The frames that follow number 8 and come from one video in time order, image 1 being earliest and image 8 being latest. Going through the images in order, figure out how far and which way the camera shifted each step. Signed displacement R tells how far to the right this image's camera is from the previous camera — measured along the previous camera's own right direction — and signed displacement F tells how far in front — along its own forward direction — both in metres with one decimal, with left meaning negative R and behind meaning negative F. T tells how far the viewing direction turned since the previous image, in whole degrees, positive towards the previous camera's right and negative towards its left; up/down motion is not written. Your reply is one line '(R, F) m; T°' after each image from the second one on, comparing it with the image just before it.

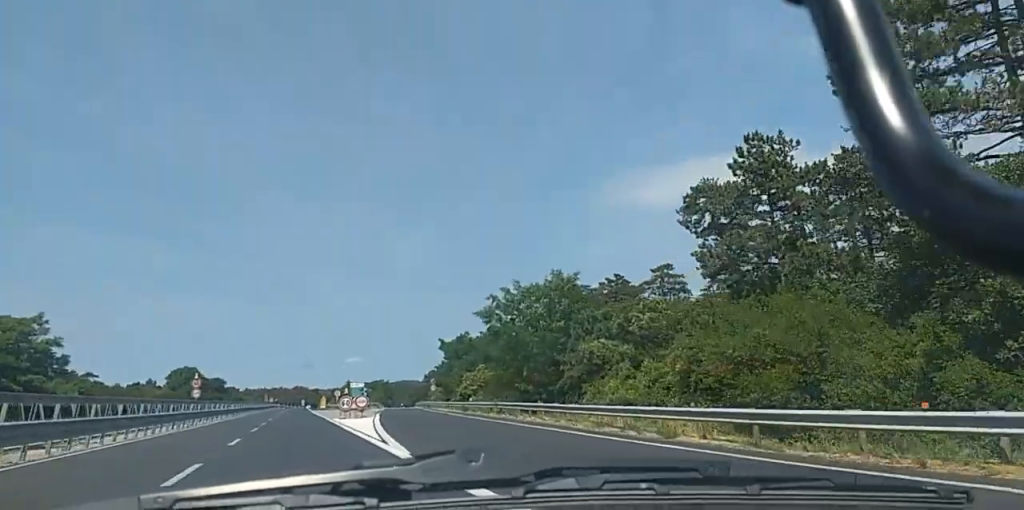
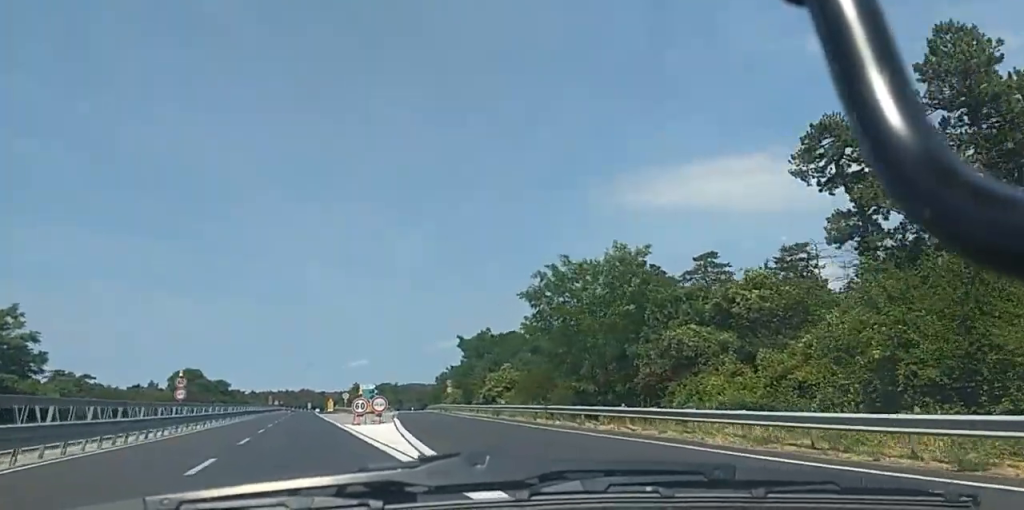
(-0.3, +9.4) m; 0°
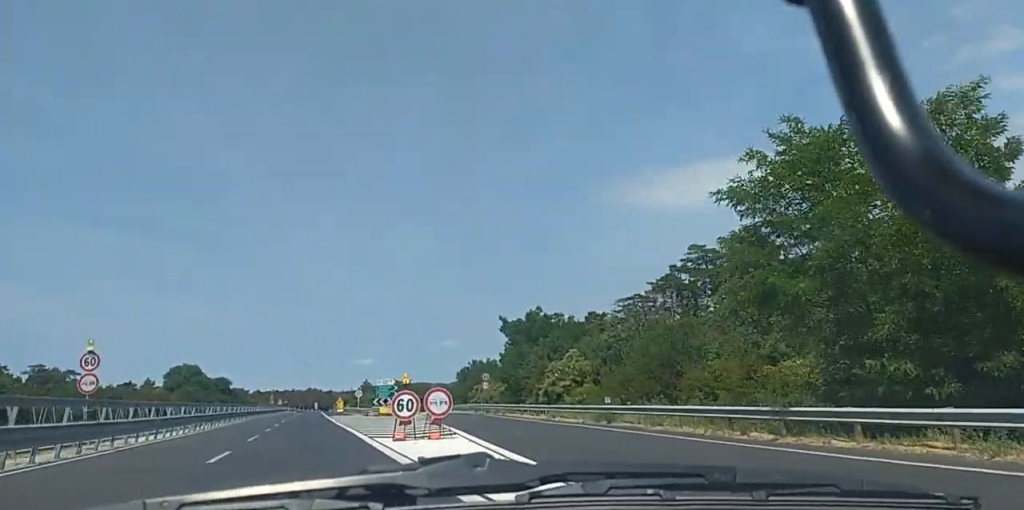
(+0.5, +20.0) m; +2°
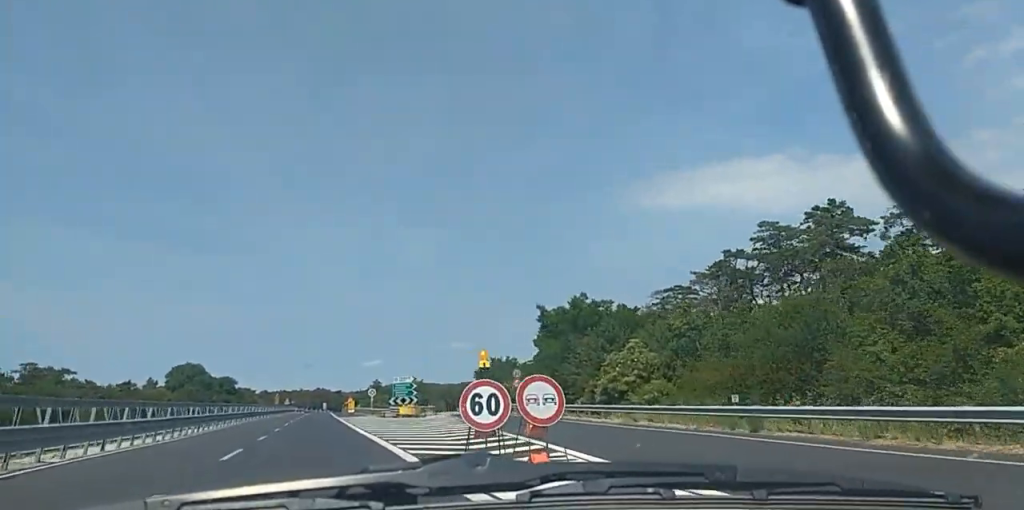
(+0.1, +11.2) m; 0°
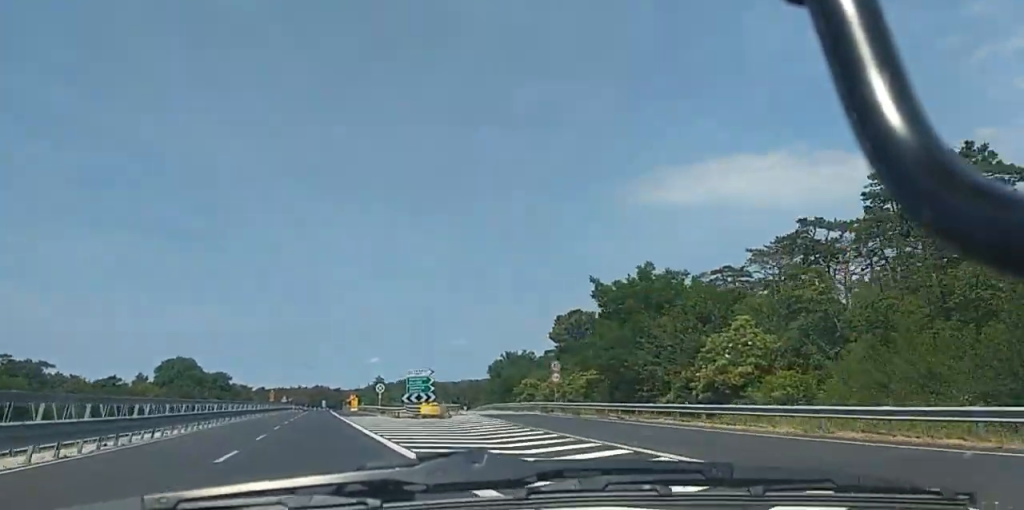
(0.0, +13.1) m; 0°
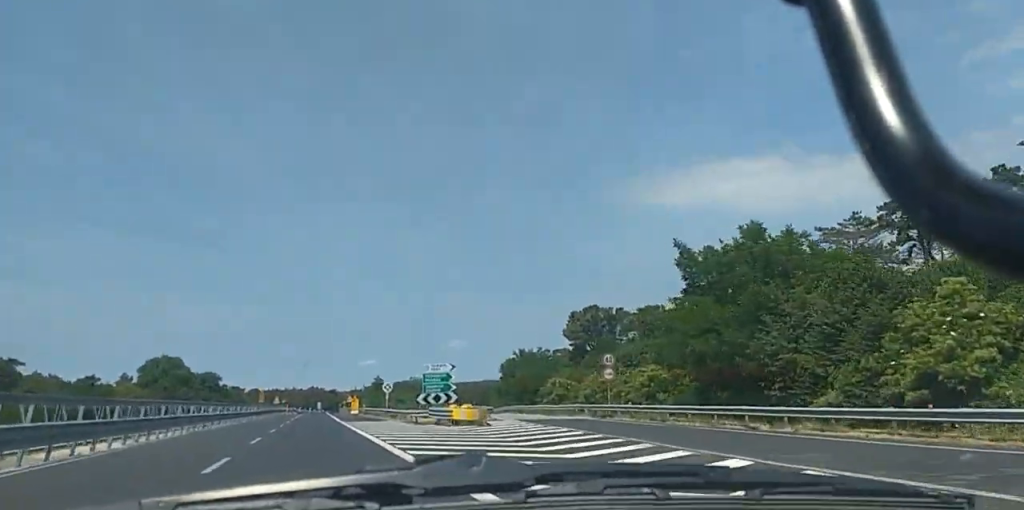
(+0.1, +13.6) m; -1°
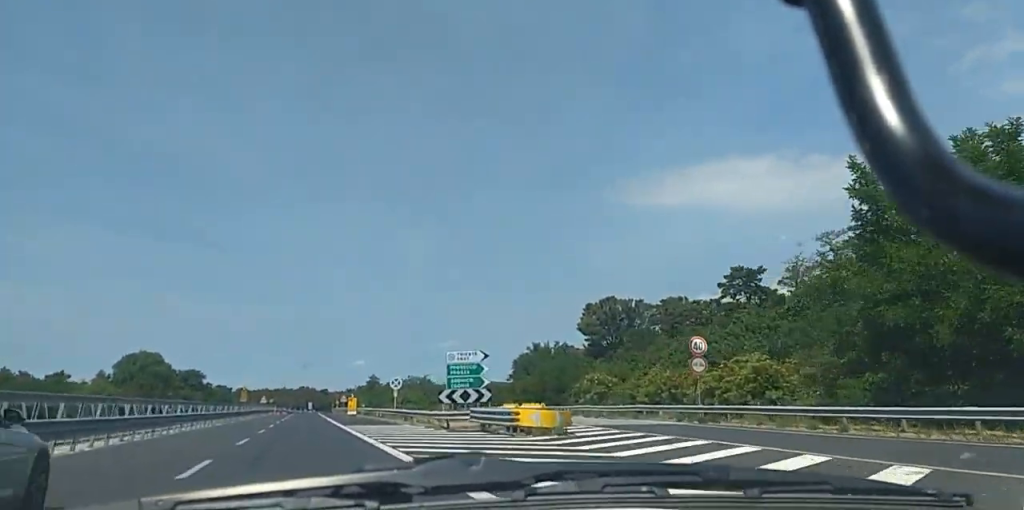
(-0.3, +14.0) m; 0°
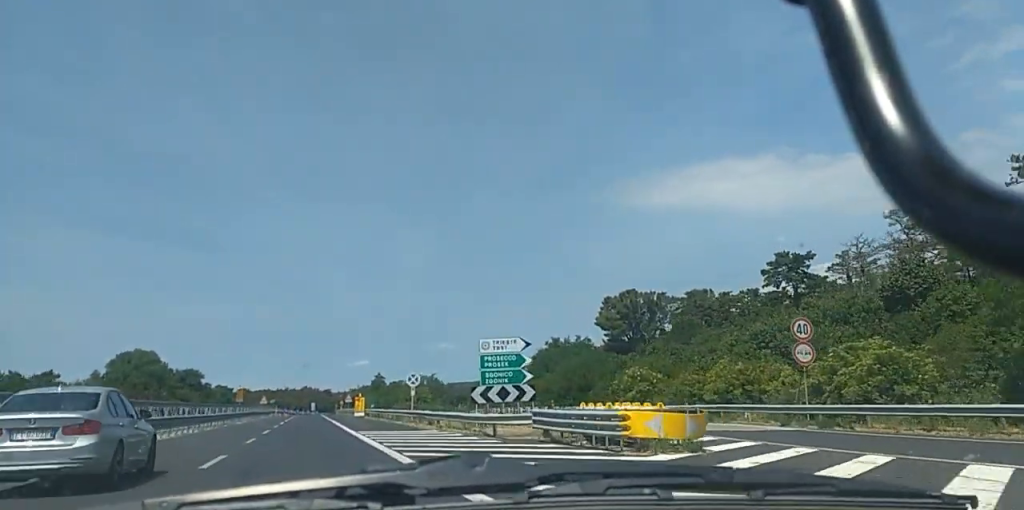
(+0.1, +8.8) m; 0°
